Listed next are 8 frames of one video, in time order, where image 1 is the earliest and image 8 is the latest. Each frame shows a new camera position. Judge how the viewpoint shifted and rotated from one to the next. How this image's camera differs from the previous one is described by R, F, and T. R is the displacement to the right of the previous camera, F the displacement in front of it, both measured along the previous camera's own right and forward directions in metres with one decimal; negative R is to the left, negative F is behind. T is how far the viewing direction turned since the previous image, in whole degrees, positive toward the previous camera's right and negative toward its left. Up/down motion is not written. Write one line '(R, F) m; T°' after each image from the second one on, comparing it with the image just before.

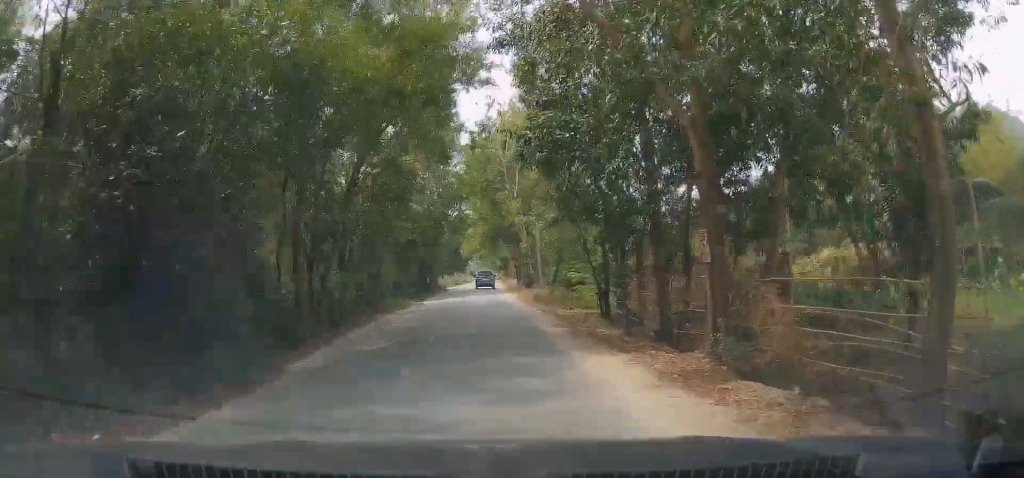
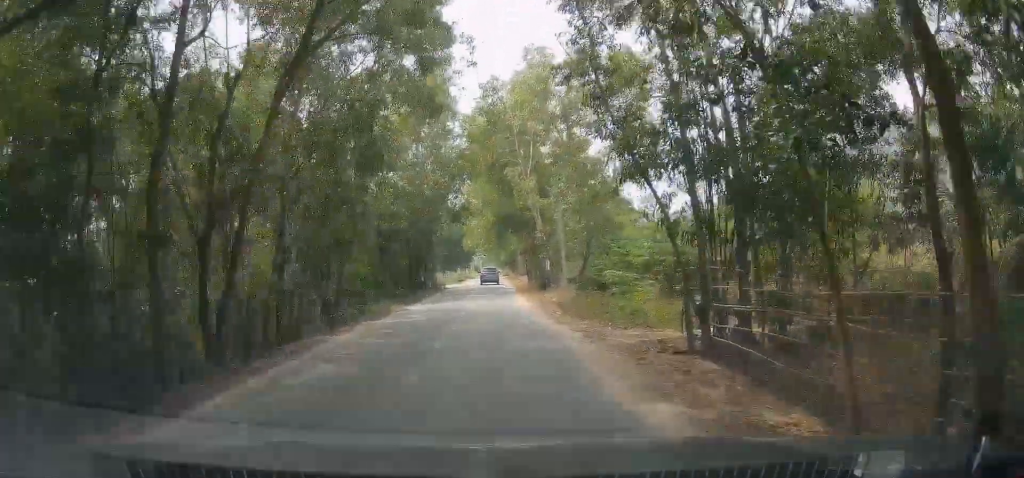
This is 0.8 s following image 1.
(+0.3, +8.9) m; +1°
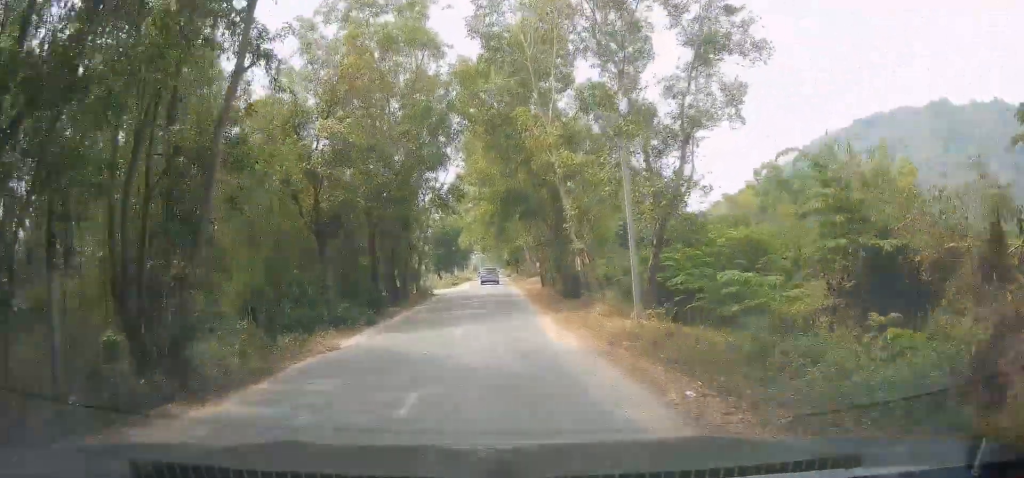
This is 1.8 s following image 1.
(-0.2, +12.6) m; -1°
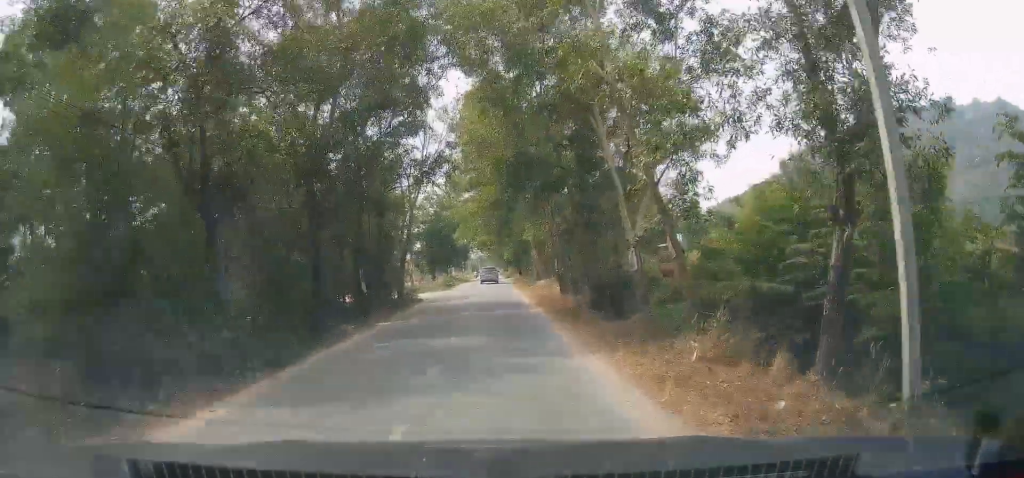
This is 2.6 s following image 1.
(0.0, +8.7) m; -1°
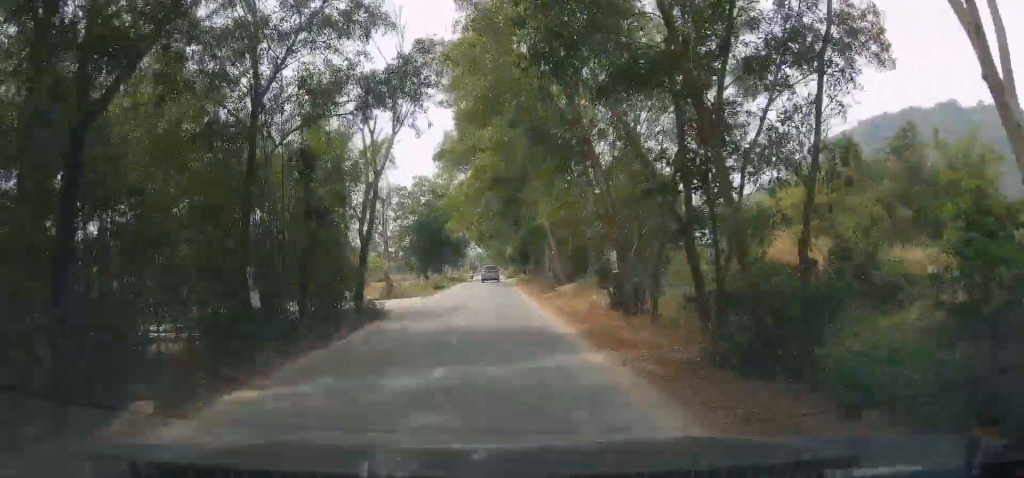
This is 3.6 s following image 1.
(-0.1, +11.8) m; -2°
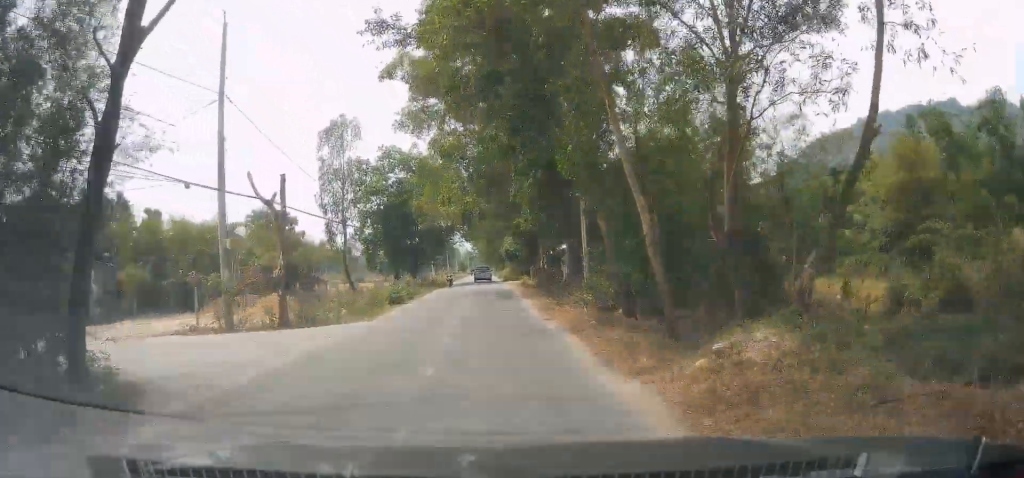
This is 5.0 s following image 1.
(-0.1, +18.2) m; +1°
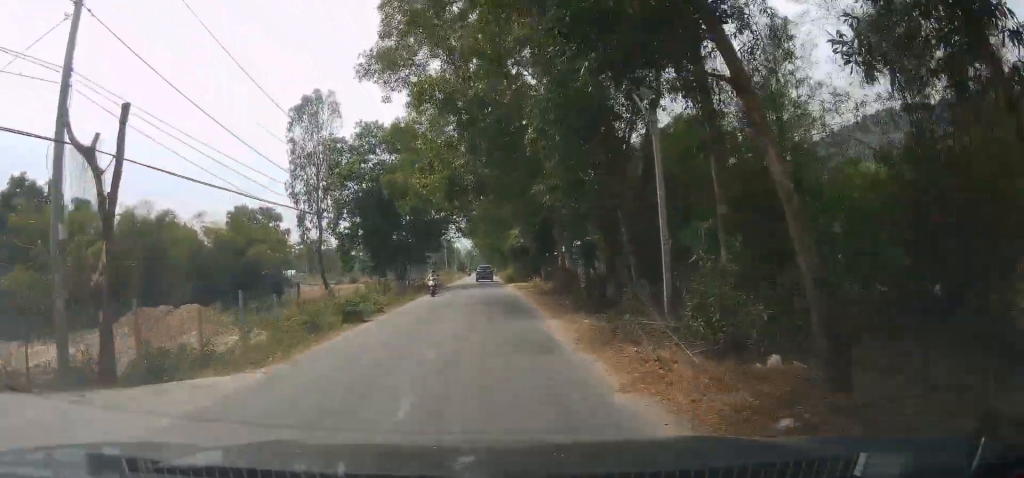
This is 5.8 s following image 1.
(+0.1, +10.1) m; 0°
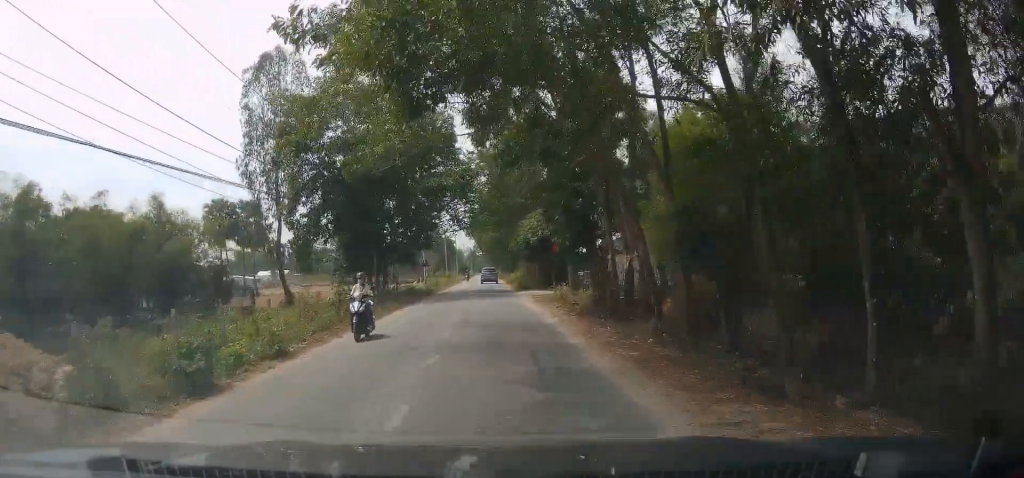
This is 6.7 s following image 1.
(-0.2, +12.2) m; -1°
